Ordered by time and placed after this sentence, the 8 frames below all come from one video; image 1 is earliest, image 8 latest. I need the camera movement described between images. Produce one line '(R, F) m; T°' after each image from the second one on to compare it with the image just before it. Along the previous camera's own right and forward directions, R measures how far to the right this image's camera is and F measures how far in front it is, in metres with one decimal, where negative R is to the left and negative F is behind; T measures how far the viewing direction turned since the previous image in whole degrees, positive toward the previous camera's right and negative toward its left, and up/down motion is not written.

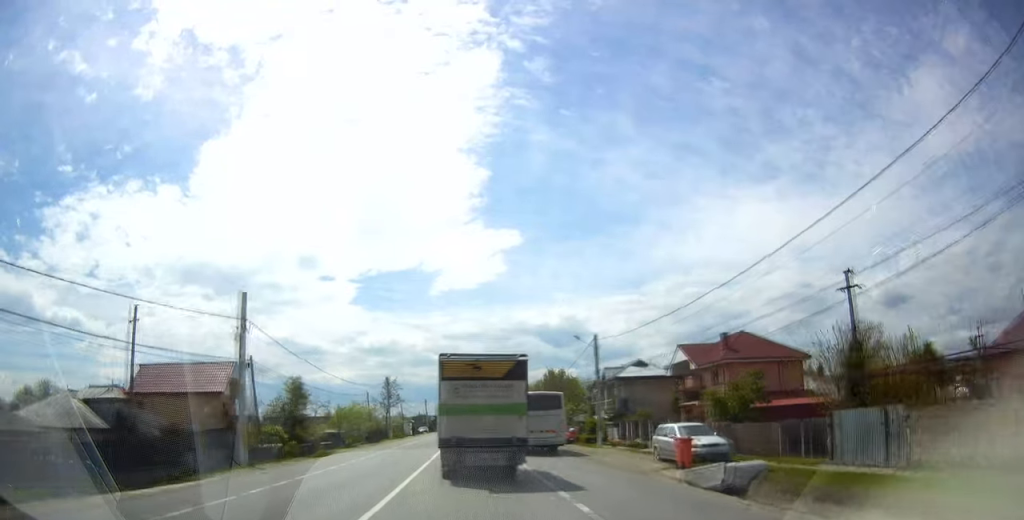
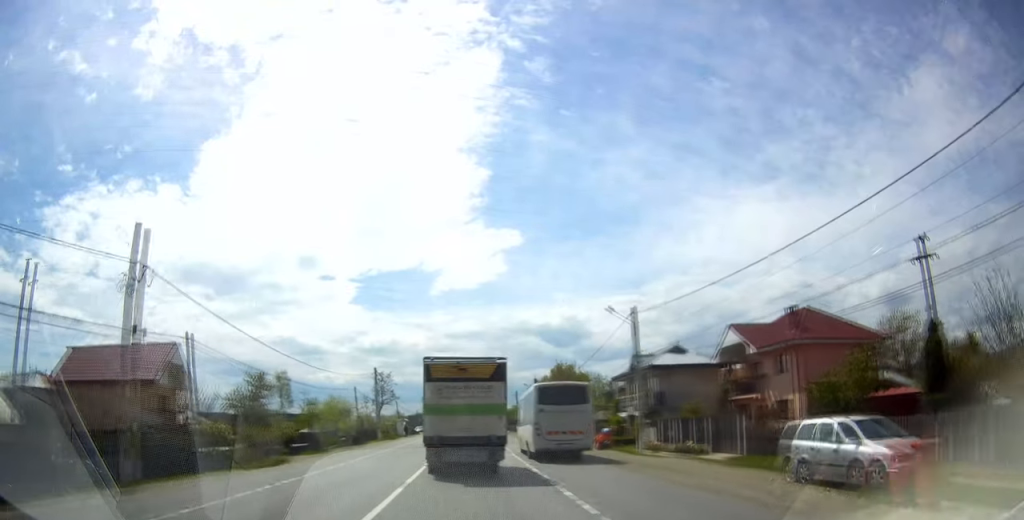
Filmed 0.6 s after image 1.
(0.0, +9.5) m; 0°
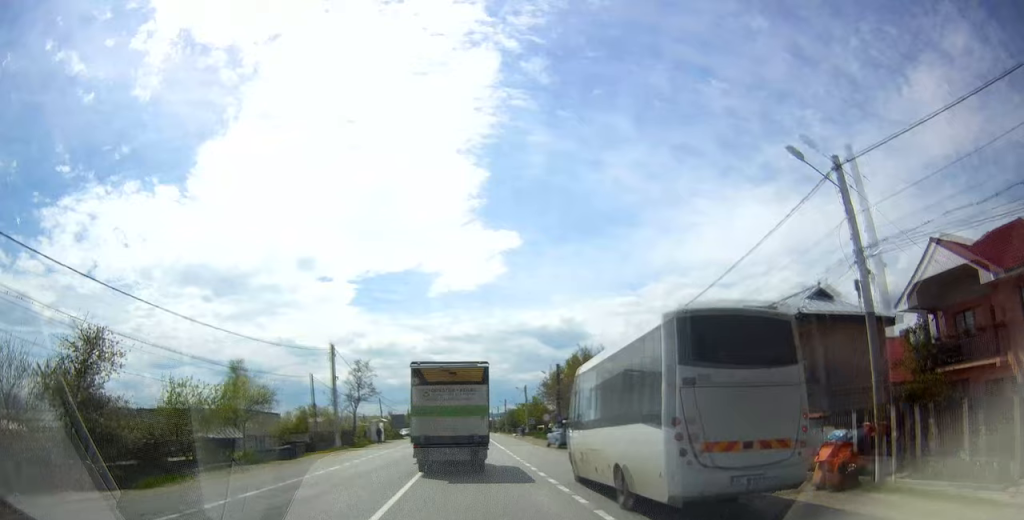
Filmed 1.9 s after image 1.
(0.0, +19.4) m; 0°
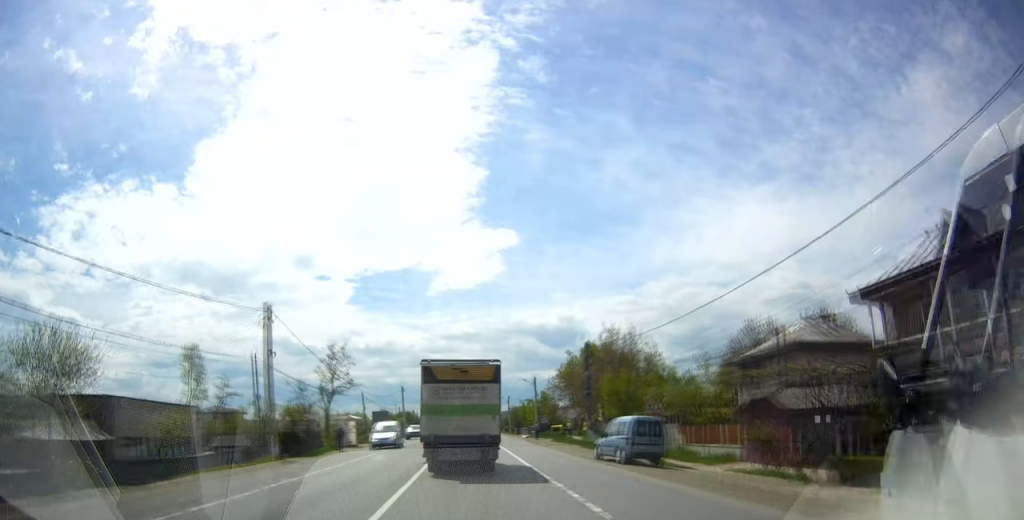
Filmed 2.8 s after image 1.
(-0.1, +14.1) m; 0°
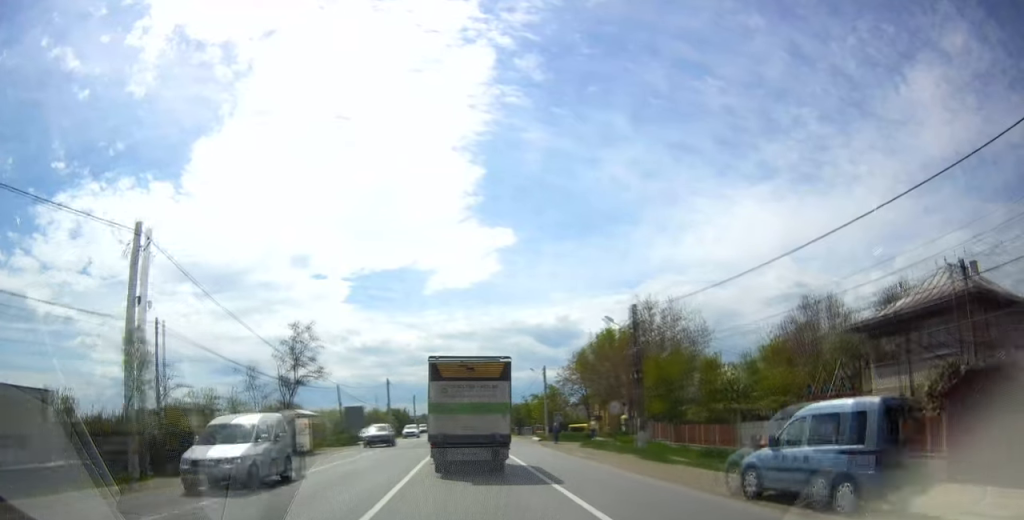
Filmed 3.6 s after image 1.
(0.0, +12.8) m; 0°
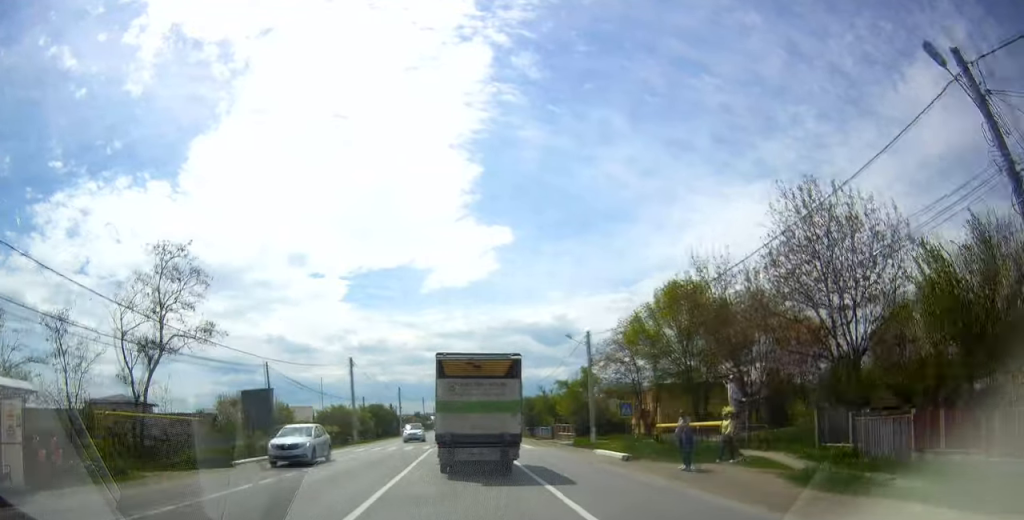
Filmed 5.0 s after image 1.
(+0.3, +25.6) m; 0°
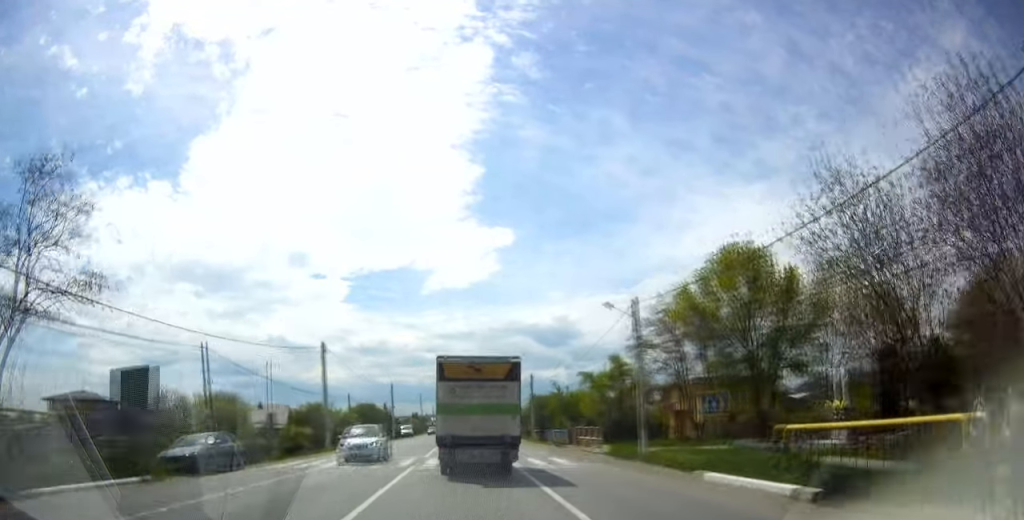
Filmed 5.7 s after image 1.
(-0.1, +12.1) m; 0°
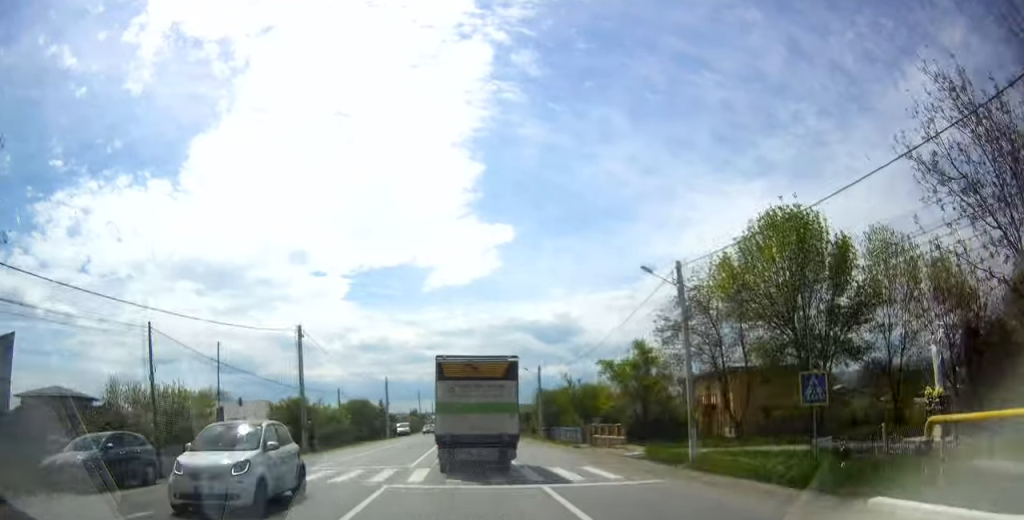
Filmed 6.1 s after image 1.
(-0.1, +7.1) m; 0°
